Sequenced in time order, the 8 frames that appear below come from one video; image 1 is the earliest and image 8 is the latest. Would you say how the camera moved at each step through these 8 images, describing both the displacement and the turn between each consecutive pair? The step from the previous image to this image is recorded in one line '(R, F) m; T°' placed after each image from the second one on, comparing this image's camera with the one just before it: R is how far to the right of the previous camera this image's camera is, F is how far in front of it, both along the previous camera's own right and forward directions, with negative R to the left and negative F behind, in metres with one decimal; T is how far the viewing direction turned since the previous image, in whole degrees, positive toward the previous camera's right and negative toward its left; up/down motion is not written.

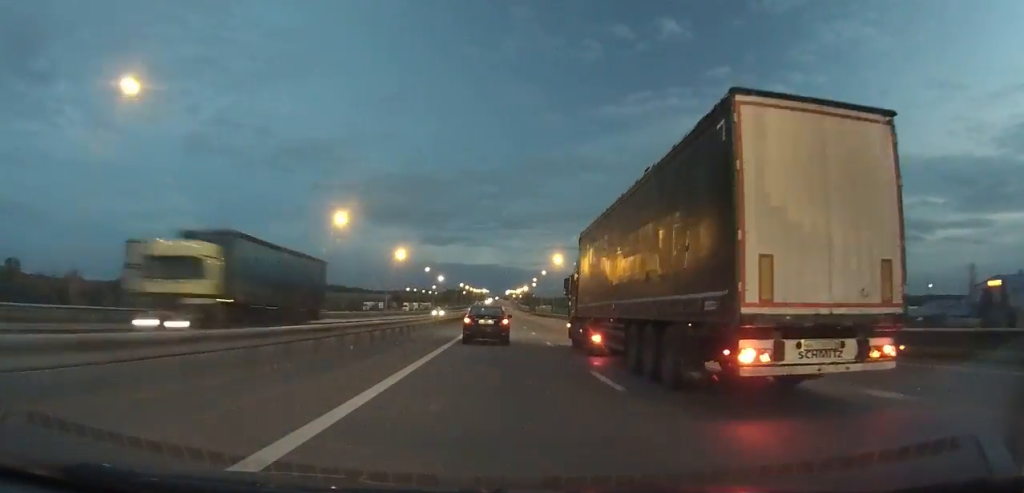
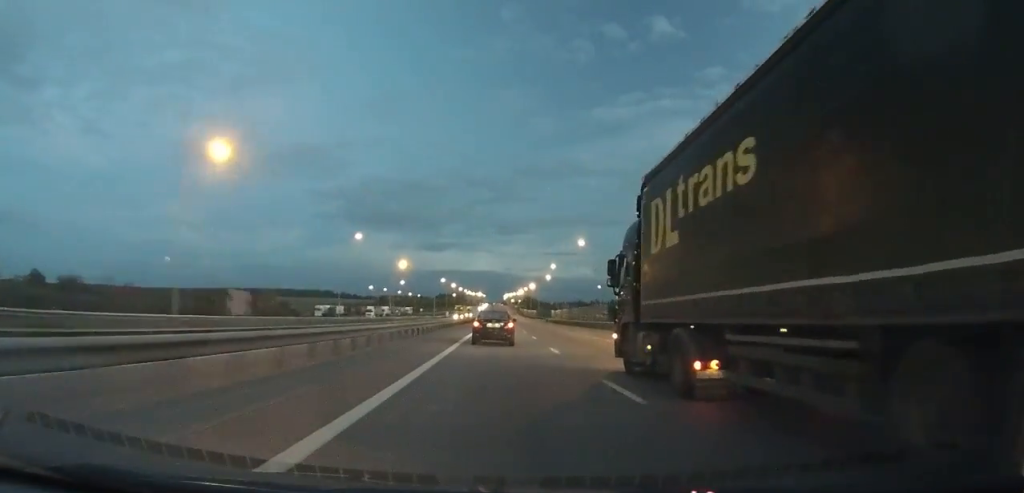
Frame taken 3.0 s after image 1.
(+0.1, +70.4) m; 0°
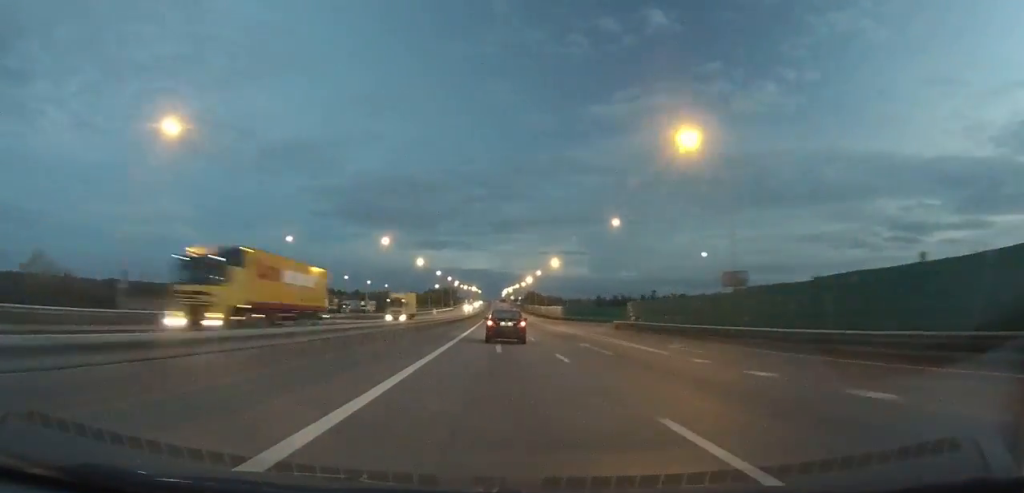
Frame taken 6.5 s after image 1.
(+0.2, +83.9) m; 0°
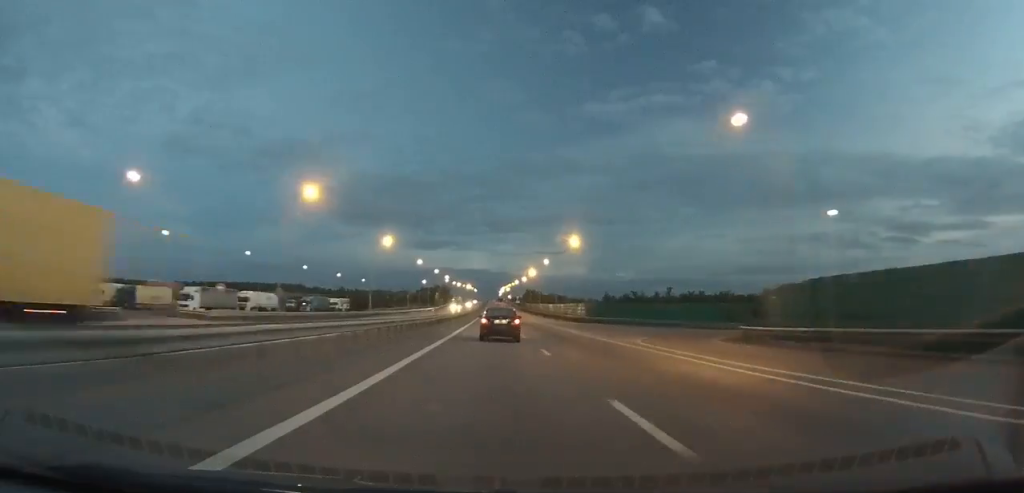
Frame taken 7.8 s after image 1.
(+0.1, +31.2) m; 0°
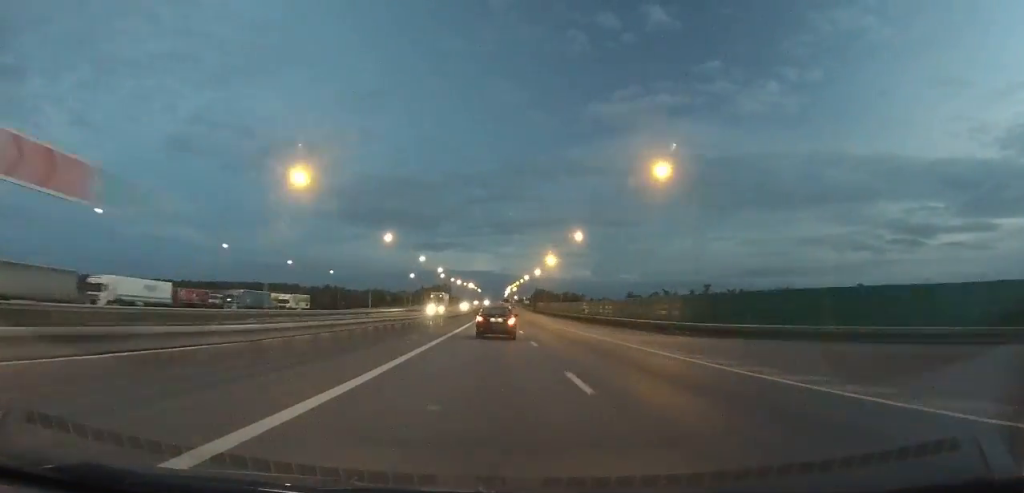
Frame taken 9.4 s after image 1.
(-0.1, +40.0) m; 0°
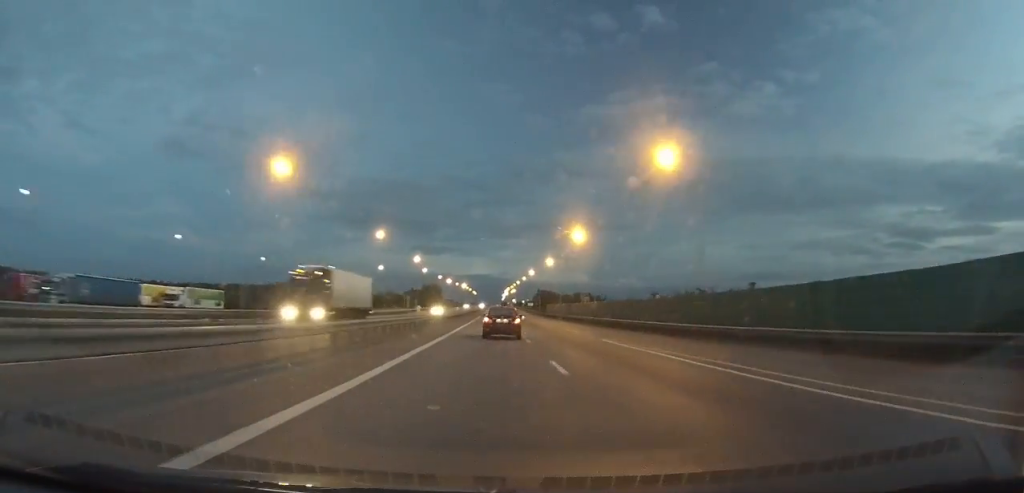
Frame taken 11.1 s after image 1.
(0.0, +43.0) m; 0°
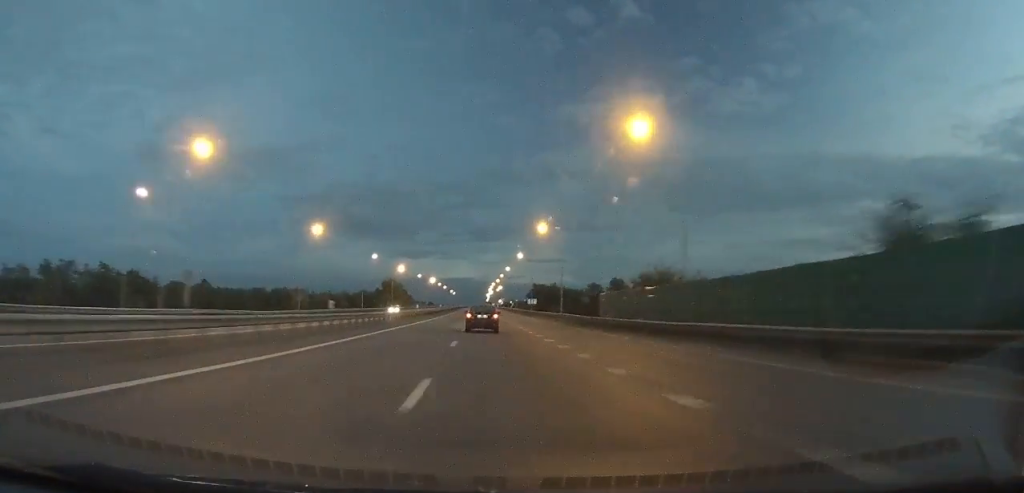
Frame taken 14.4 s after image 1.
(+0.6, +87.1) m; +1°
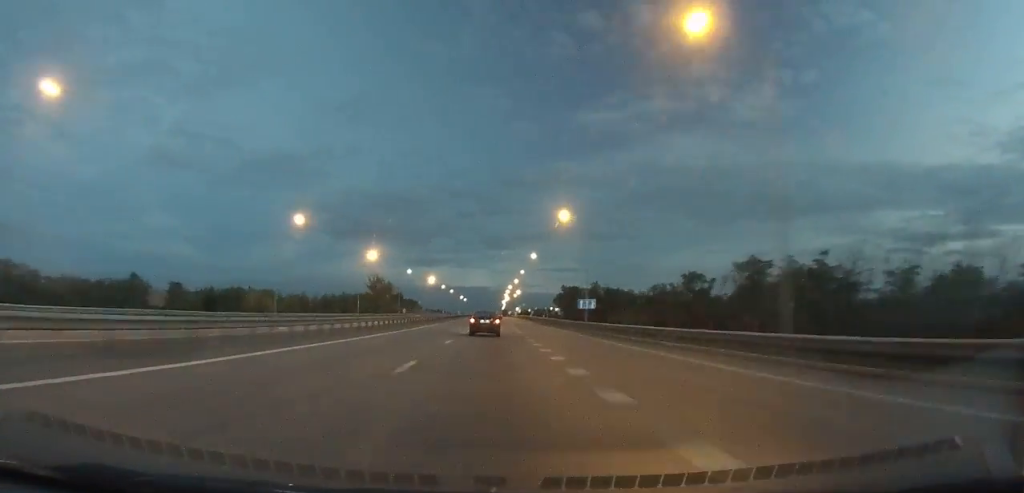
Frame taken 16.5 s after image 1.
(+0.7, +56.8) m; 0°
